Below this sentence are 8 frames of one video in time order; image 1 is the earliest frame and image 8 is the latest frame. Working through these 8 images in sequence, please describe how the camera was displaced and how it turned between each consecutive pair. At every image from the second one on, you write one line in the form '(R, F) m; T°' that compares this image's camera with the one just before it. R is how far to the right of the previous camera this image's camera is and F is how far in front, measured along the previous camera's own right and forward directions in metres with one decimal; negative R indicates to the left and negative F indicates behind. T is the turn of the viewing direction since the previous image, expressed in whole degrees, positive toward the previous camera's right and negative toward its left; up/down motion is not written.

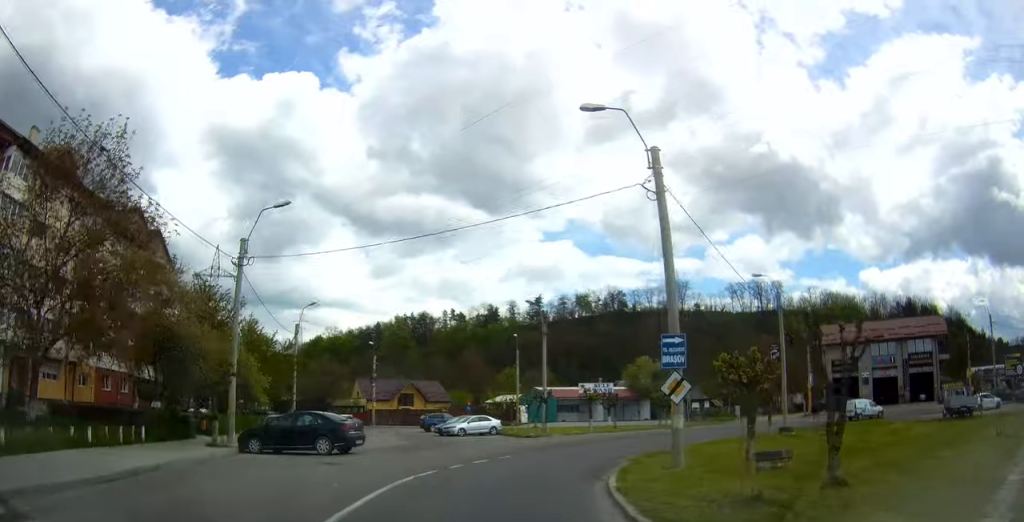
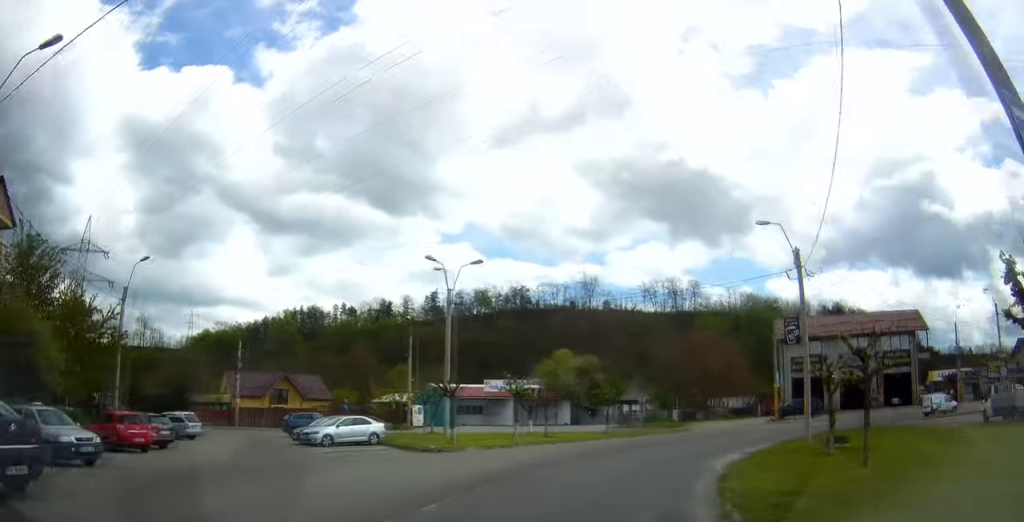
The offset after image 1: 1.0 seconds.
(+0.5, +12.4) m; +11°
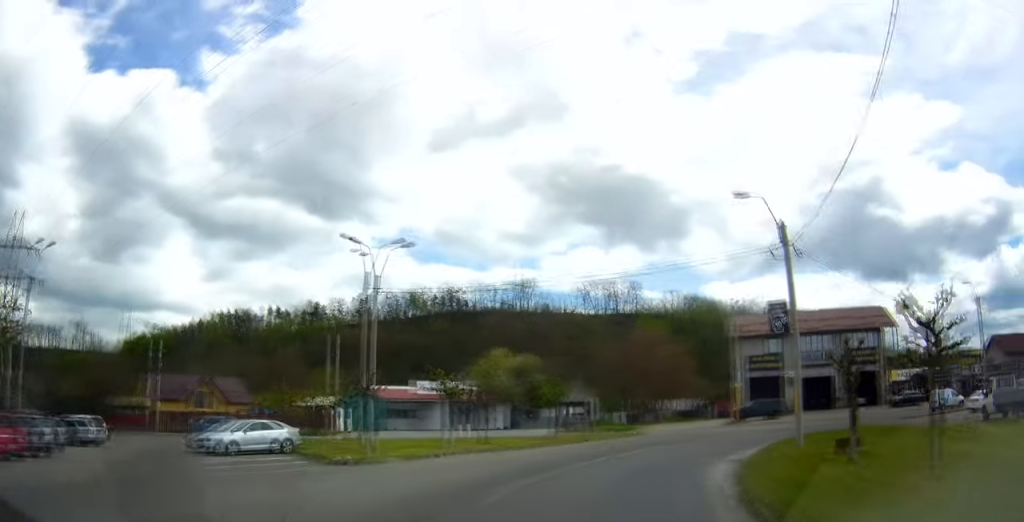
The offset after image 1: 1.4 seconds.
(+0.1, +4.5) m; +7°
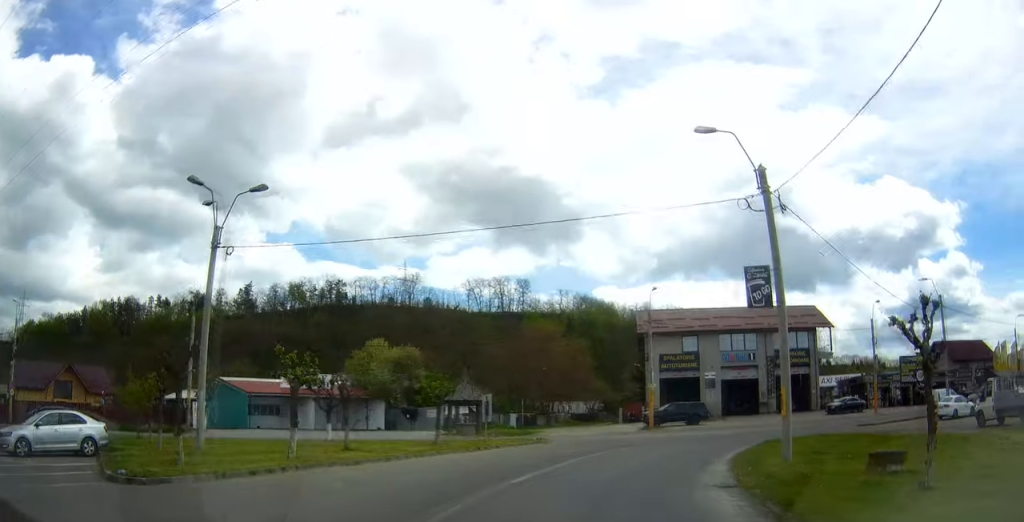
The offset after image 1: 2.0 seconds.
(+0.7, +6.3) m; +12°
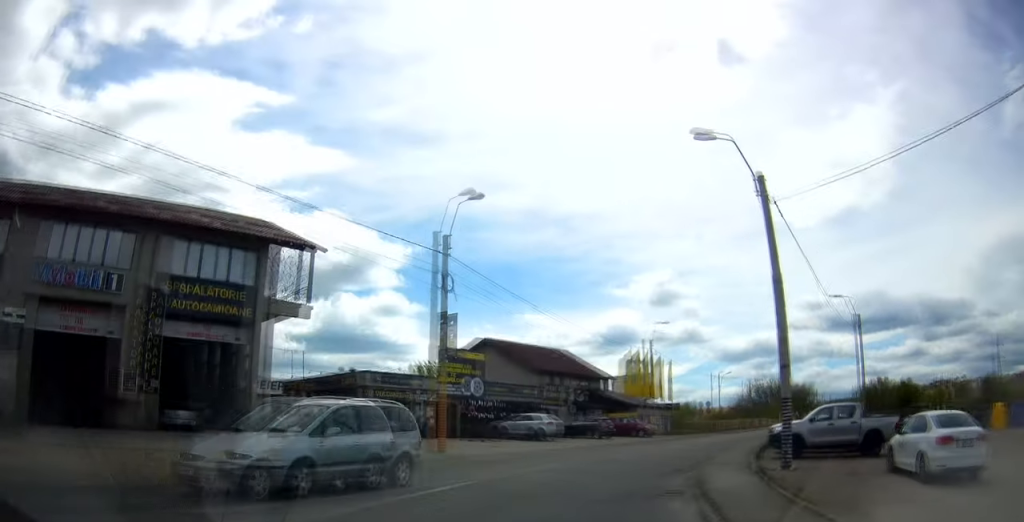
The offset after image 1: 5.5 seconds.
(+19.1, +28.4) m; +63°
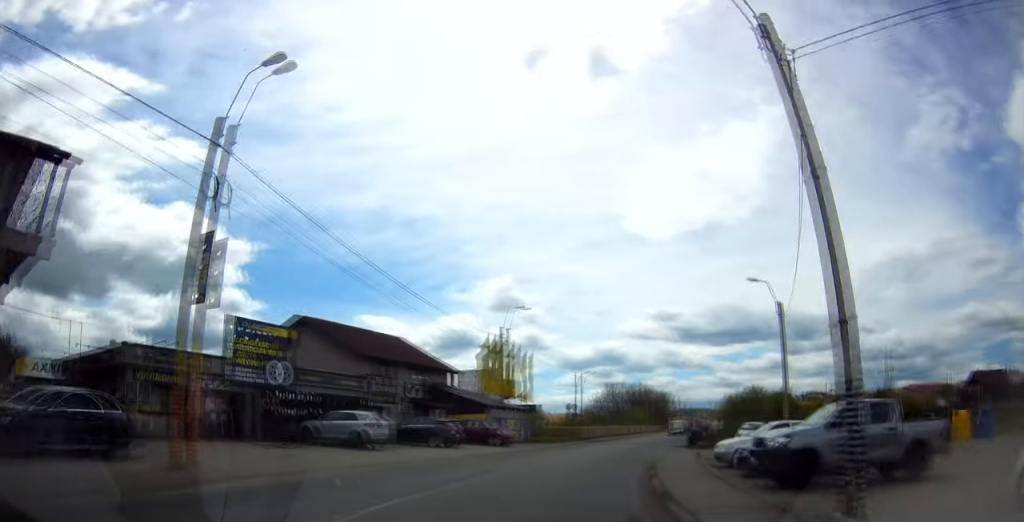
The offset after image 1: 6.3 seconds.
(+0.6, +9.4) m; +10°
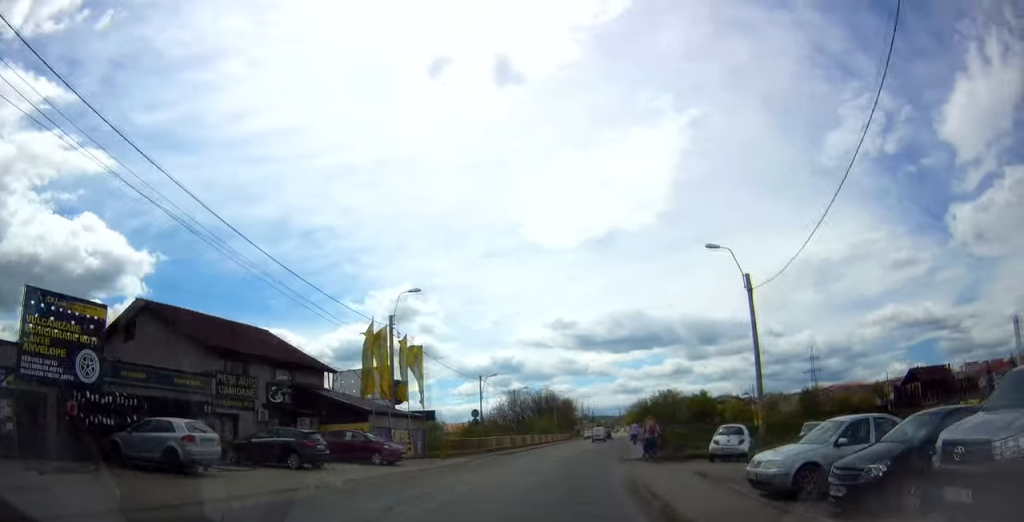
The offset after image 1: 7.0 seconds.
(+0.7, +8.4) m; +10°
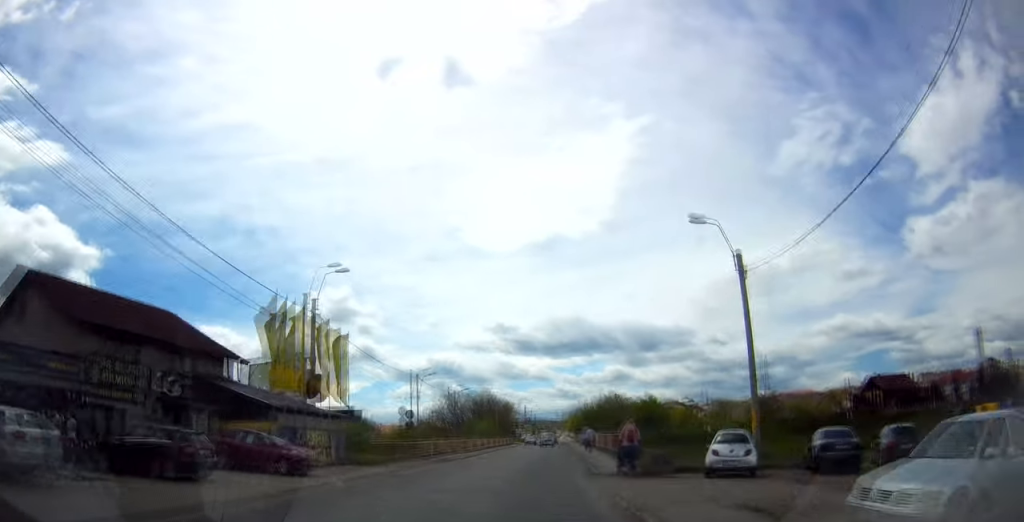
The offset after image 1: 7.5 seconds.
(+0.2, +5.4) m; +7°
